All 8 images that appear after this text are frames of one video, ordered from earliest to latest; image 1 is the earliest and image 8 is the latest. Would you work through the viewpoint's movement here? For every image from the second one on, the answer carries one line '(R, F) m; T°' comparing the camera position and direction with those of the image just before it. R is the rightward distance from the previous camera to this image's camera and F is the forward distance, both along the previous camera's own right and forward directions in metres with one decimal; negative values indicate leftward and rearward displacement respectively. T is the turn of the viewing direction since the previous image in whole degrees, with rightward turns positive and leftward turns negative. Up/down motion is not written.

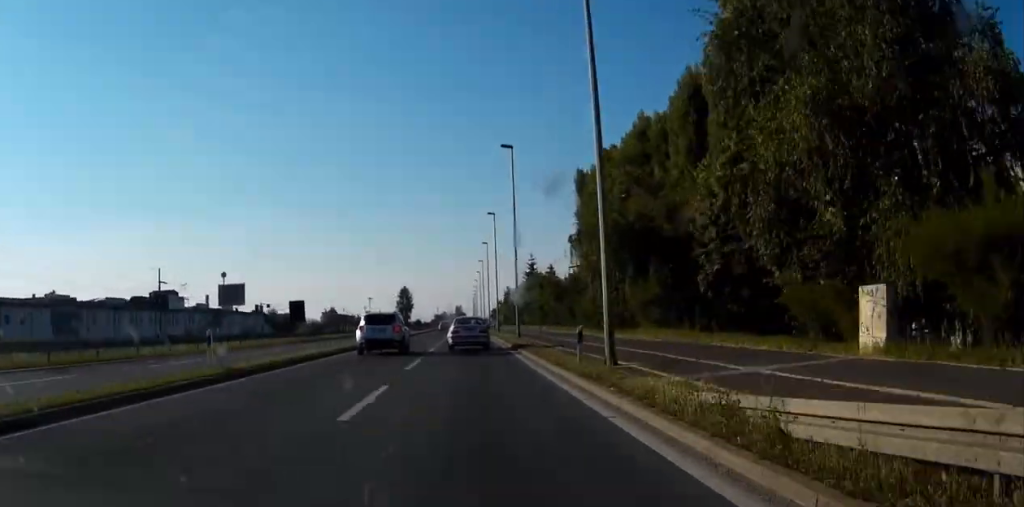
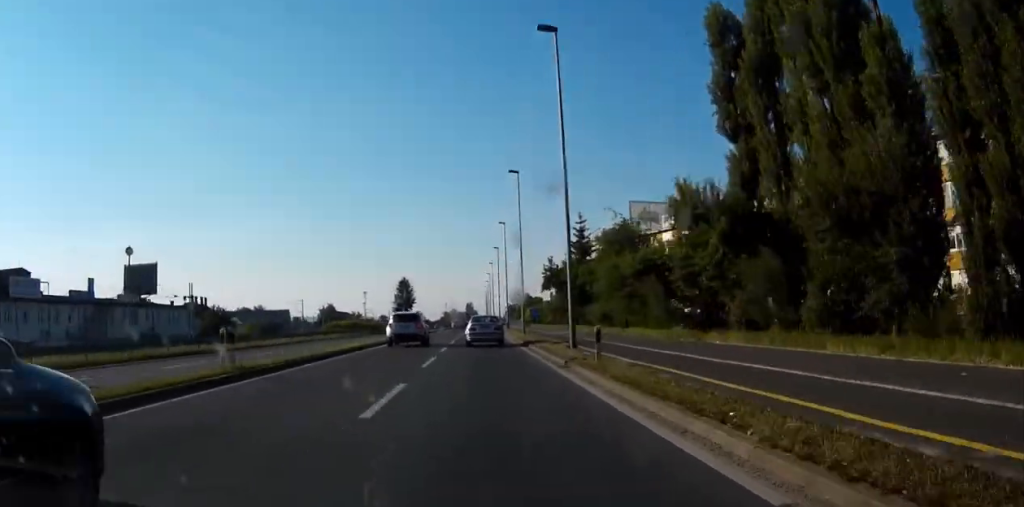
(-0.2, +50.4) m; 0°
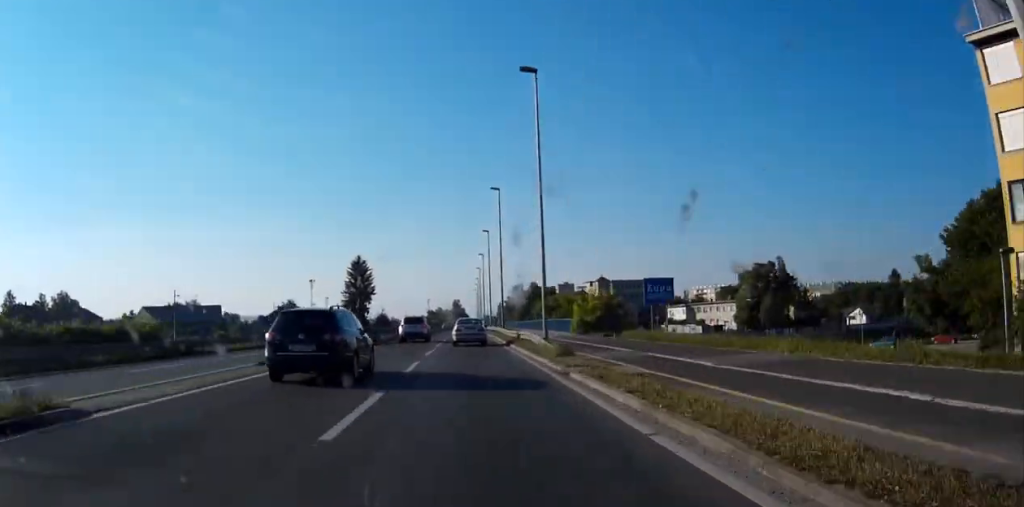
(+0.3, +81.3) m; 0°
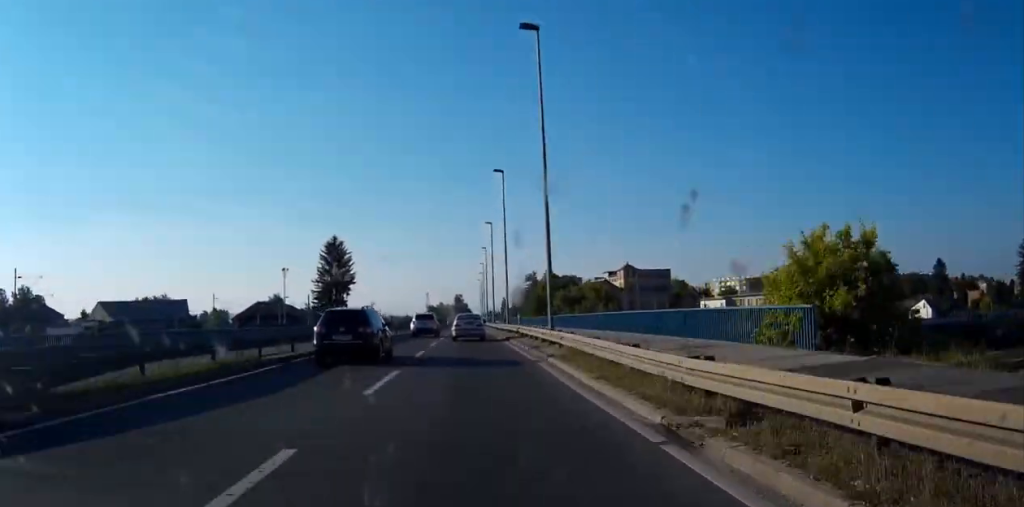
(-0.1, +36.0) m; 0°
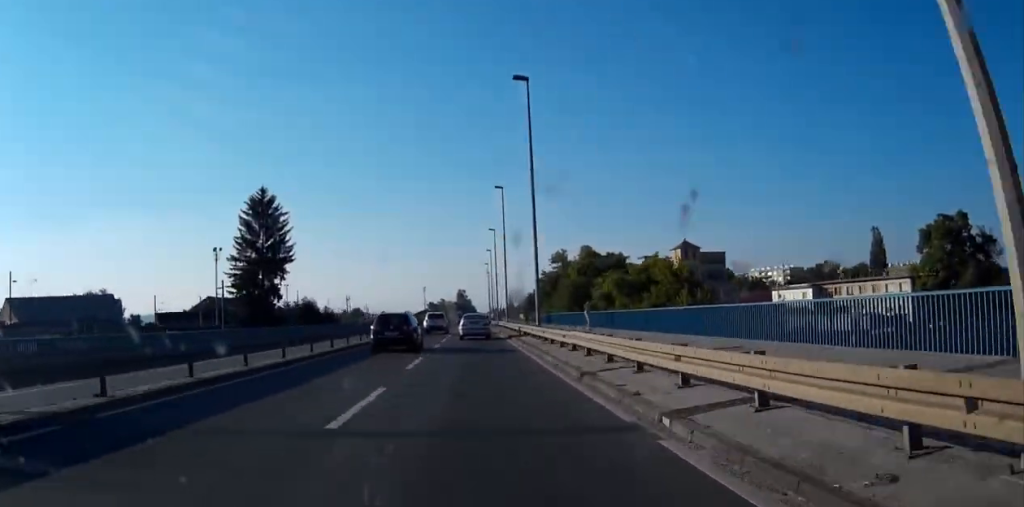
(+0.1, +54.4) m; 0°
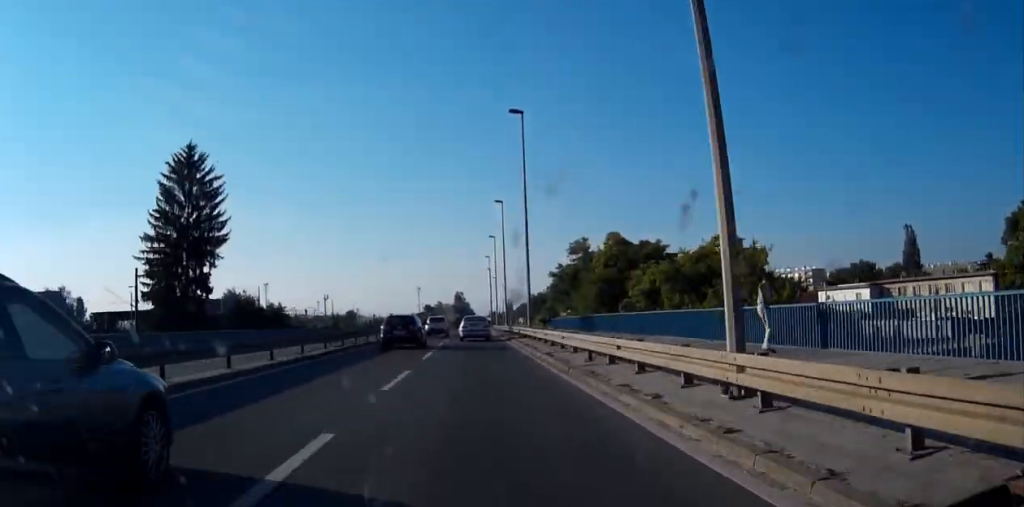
(0.0, +26.3) m; 0°
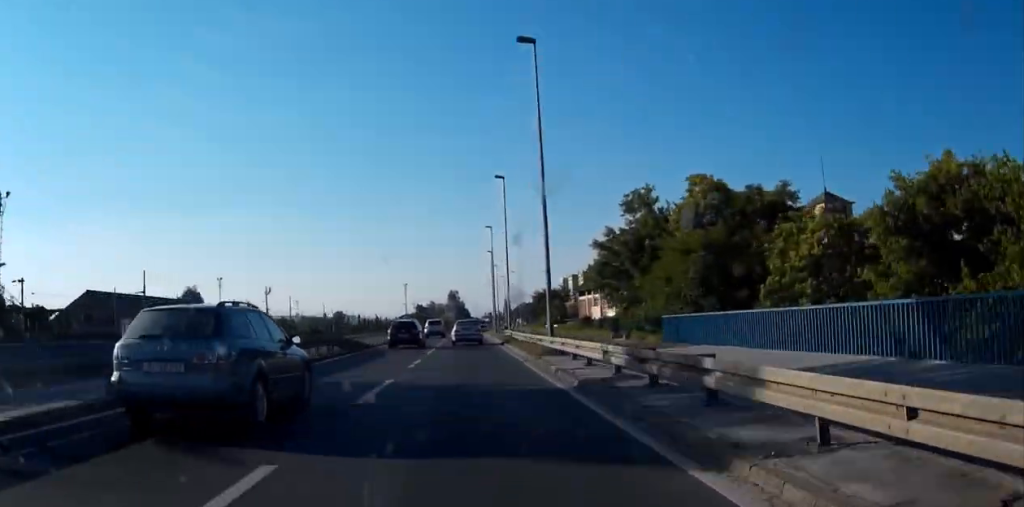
(0.0, +42.5) m; 0°
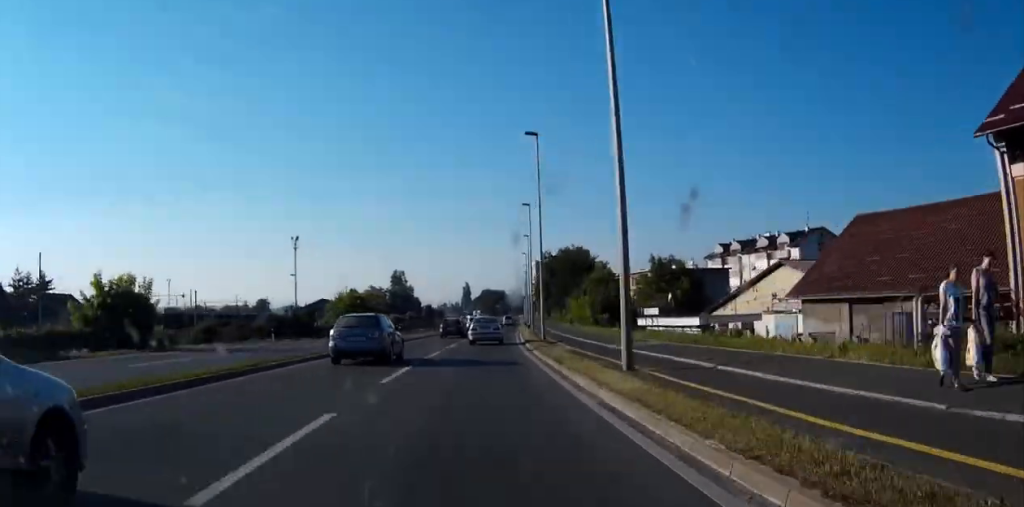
(+3.5, +127.1) m; +5°
